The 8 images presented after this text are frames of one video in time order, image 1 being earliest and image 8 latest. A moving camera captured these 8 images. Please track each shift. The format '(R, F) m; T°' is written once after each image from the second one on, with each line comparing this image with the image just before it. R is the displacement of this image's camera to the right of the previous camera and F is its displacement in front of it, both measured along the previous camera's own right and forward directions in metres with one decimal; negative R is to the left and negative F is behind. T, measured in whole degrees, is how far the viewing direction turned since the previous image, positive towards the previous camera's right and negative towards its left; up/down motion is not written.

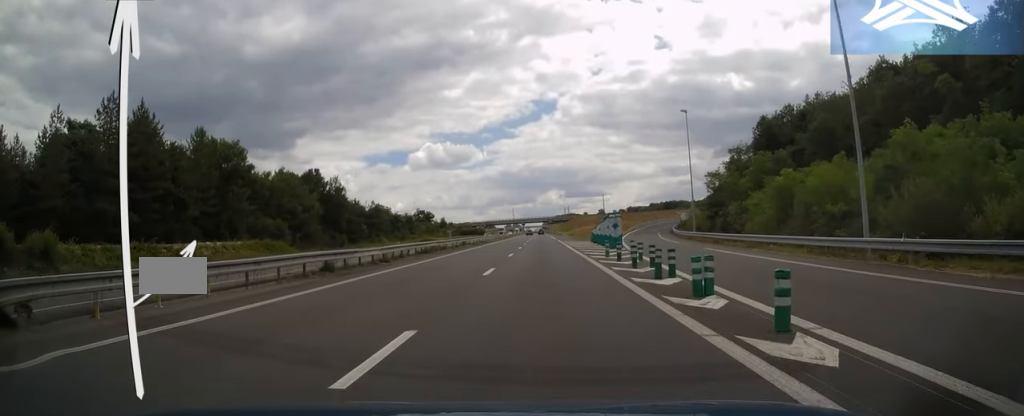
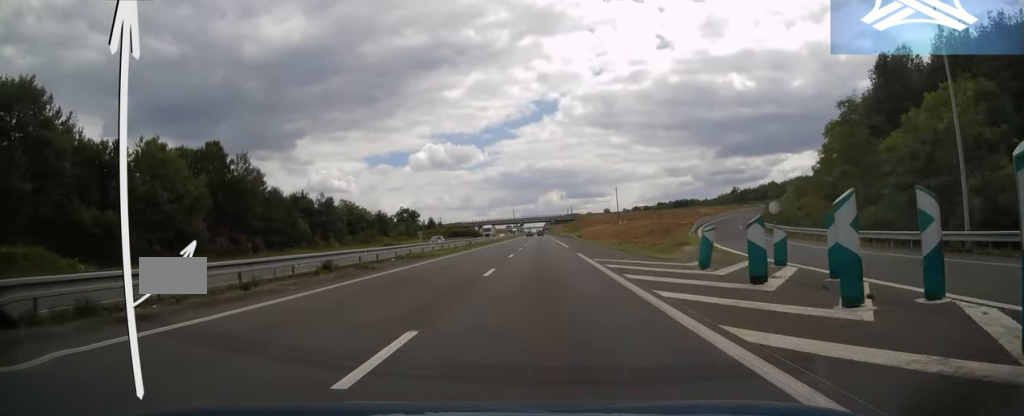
(0.0, +39.2) m; 0°
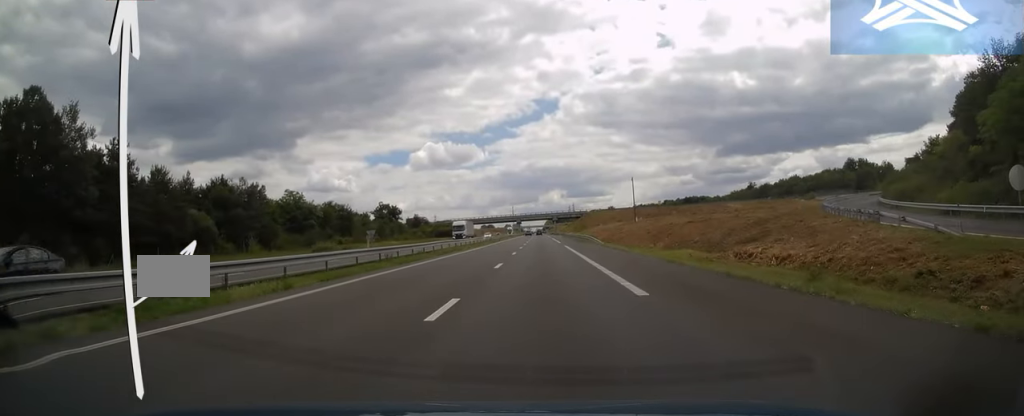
(0.0, +35.2) m; 0°
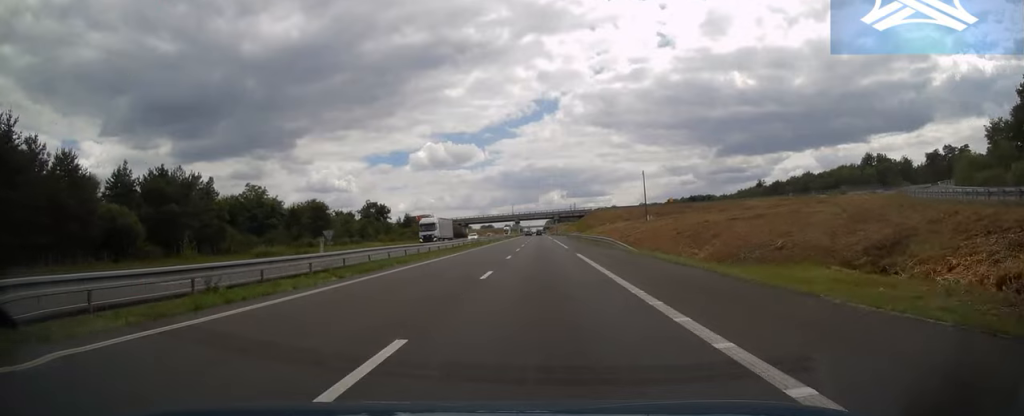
(0.0, +17.6) m; 0°
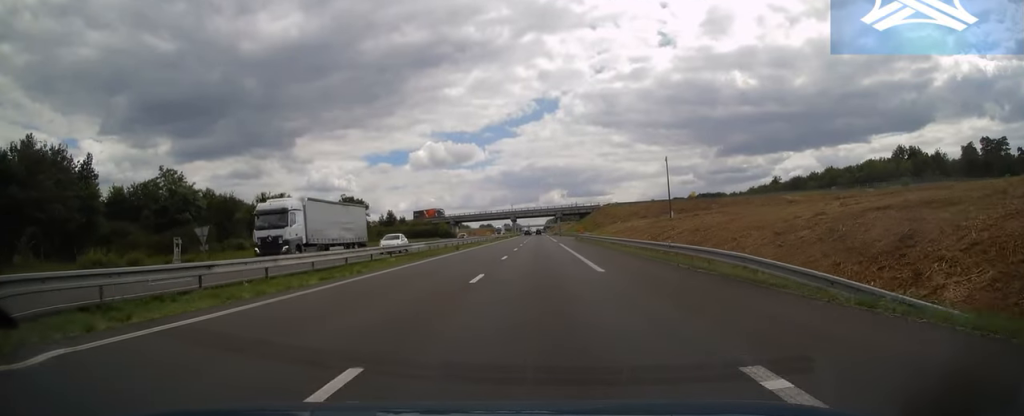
(0.0, +27.4) m; 0°
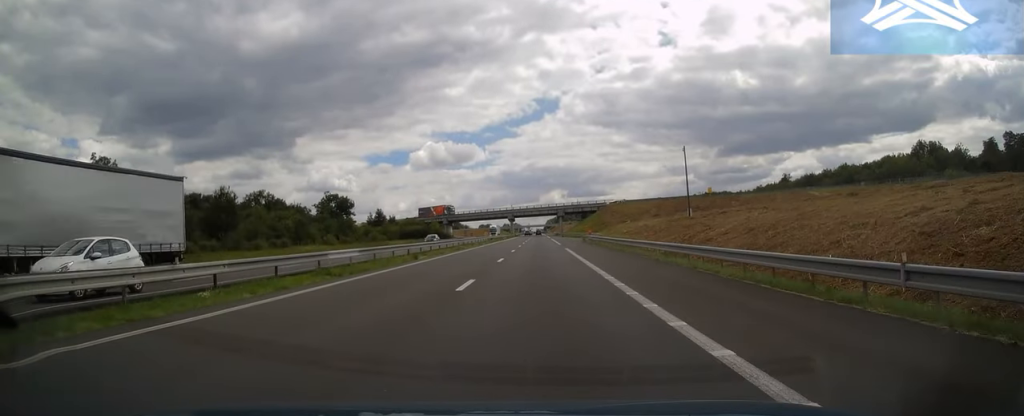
(0.0, +15.2) m; 0°
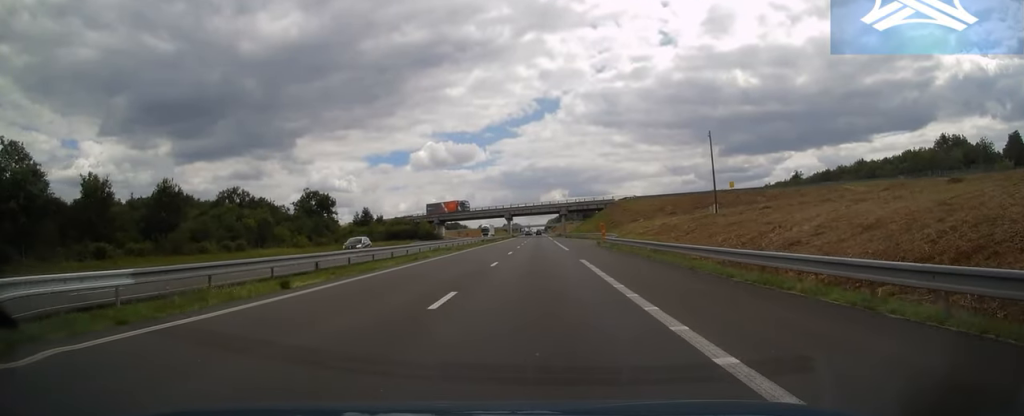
(-0.1, +16.2) m; 0°
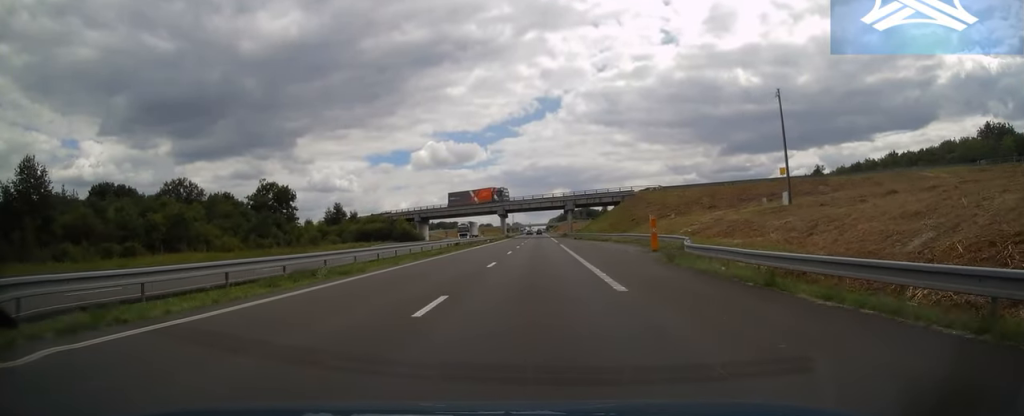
(0.0, +27.0) m; 0°
